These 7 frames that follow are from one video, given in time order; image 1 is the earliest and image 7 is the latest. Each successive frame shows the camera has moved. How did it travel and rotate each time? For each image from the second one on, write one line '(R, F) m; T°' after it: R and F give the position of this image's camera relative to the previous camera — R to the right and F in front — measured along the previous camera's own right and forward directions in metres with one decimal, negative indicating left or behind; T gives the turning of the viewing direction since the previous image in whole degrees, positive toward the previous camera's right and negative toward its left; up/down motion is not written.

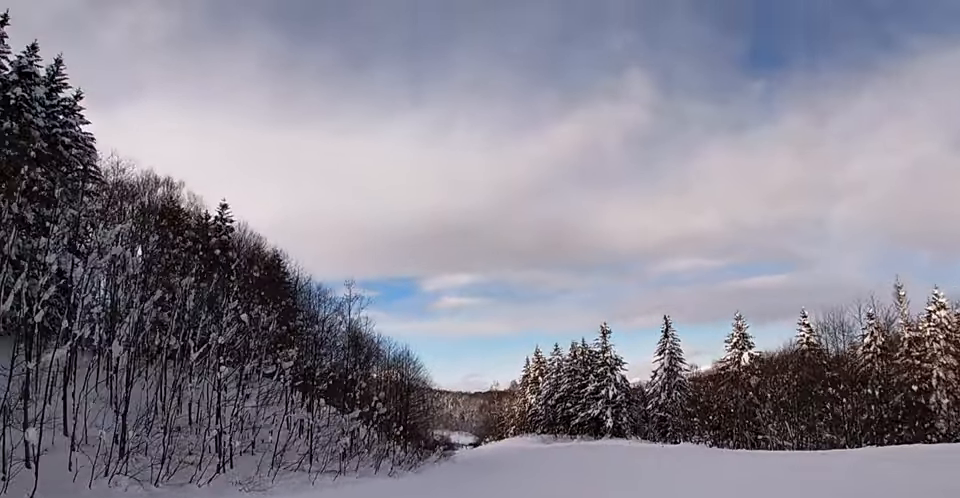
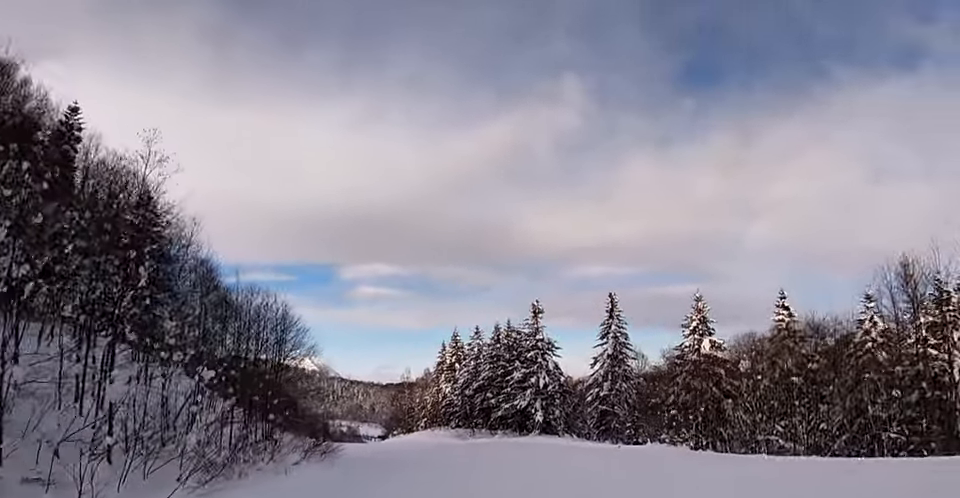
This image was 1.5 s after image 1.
(-1.3, +11.8) m; -5°
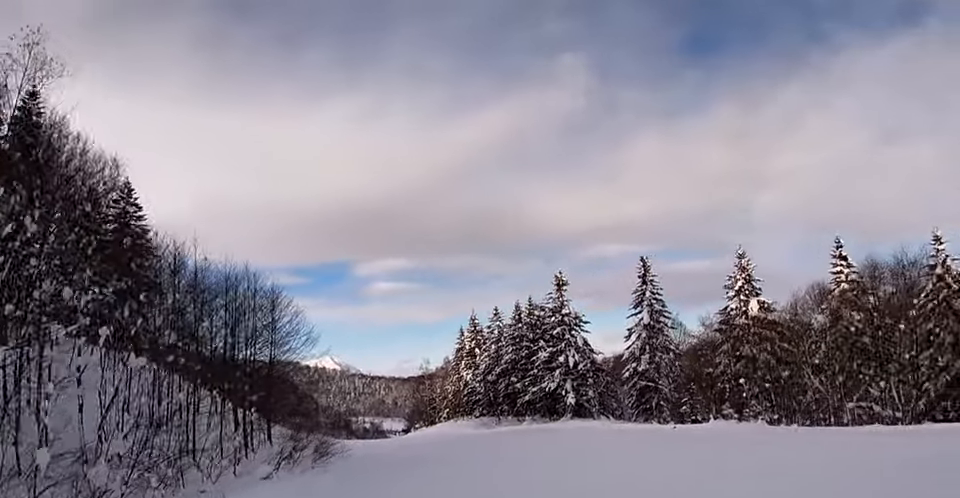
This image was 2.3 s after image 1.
(+0.5, +5.6) m; +5°
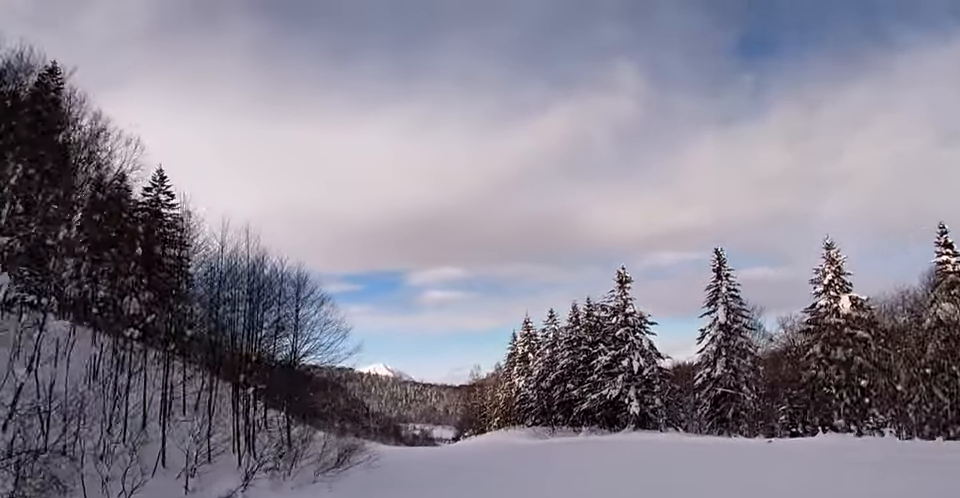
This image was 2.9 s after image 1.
(+0.3, +5.0) m; +1°
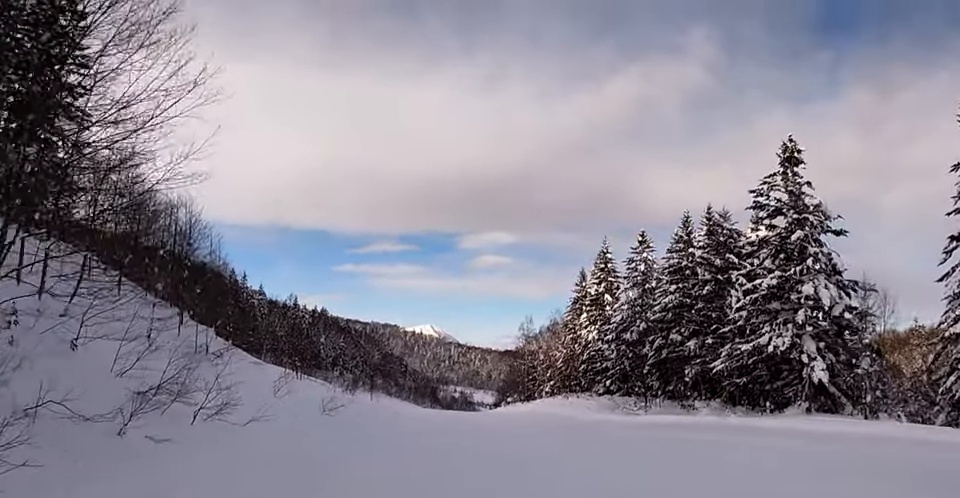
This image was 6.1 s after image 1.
(-4.1, +22.7) m; -15°
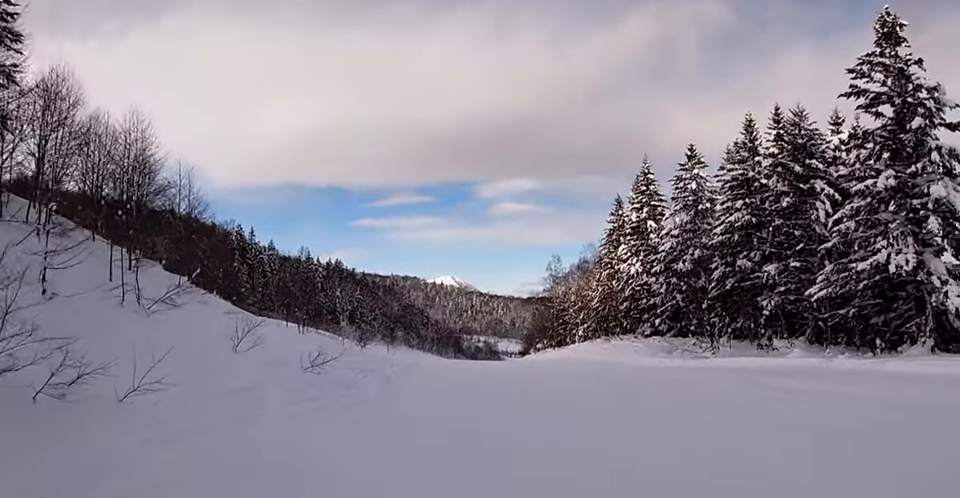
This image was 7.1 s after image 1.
(-0.2, +7.3) m; -2°
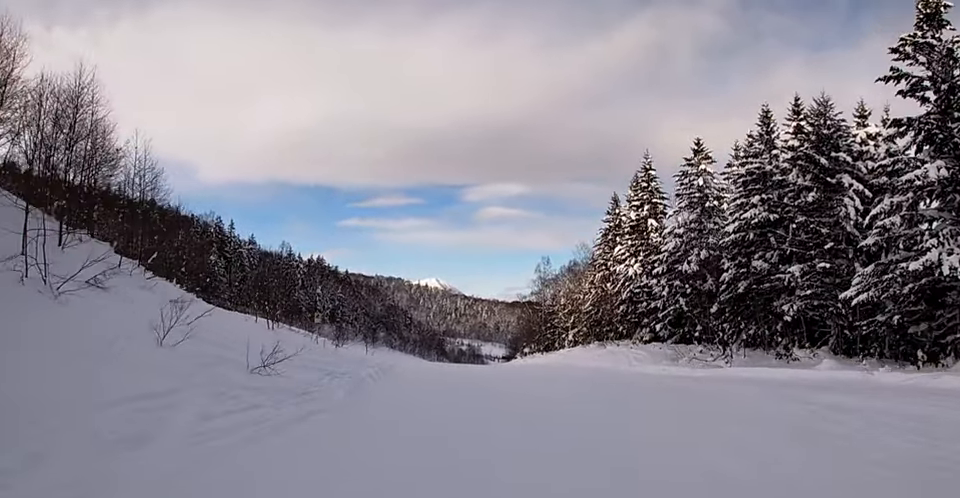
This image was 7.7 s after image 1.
(0.0, +3.9) m; 0°
